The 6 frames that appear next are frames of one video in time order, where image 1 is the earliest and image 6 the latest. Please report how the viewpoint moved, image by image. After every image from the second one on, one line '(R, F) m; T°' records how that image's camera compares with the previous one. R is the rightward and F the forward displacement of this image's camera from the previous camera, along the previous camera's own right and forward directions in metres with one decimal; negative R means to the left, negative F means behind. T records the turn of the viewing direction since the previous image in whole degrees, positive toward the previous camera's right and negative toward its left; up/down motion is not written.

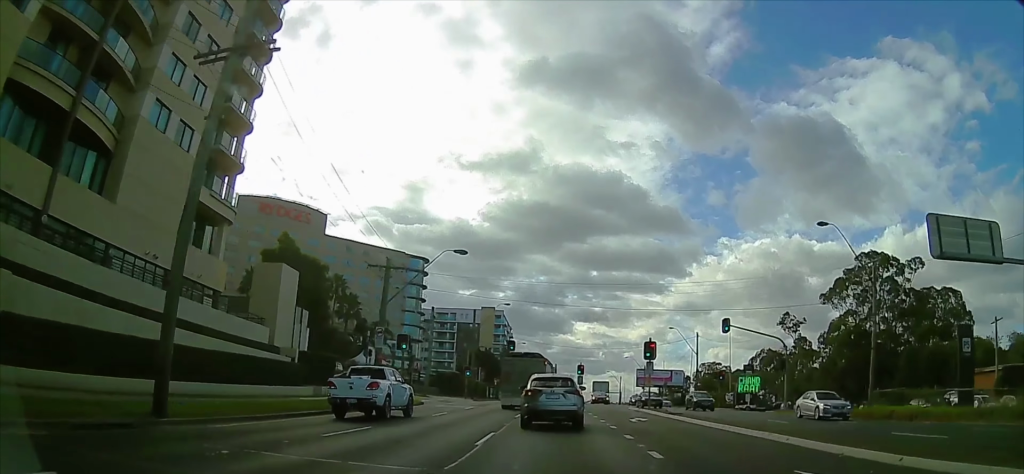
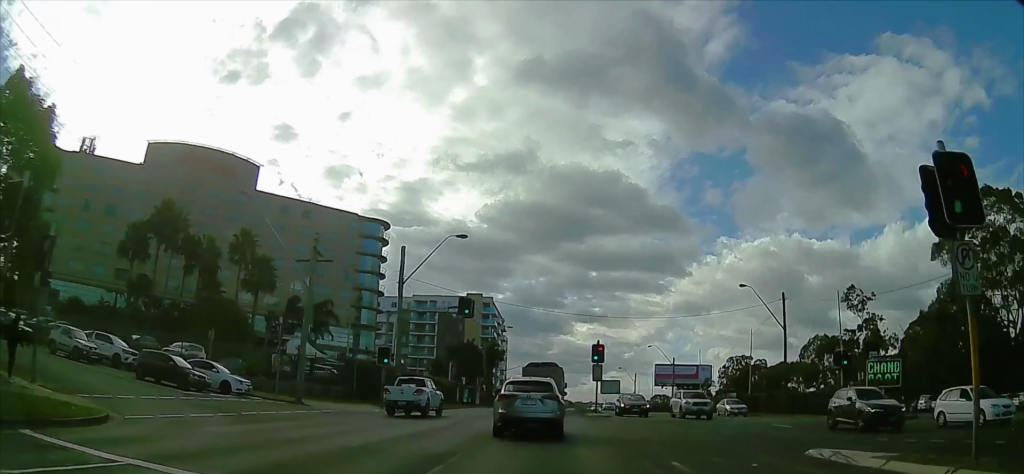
(0.0, +36.3) m; 0°
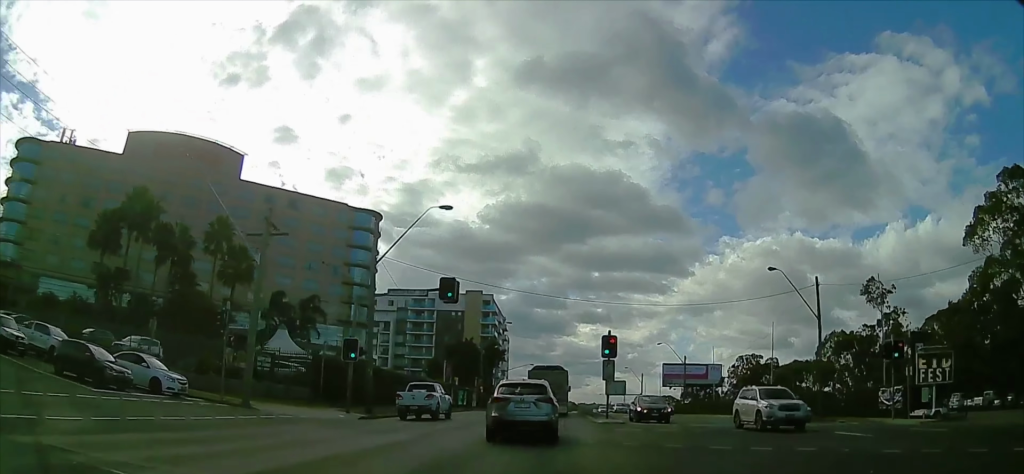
(0.0, +6.5) m; 0°
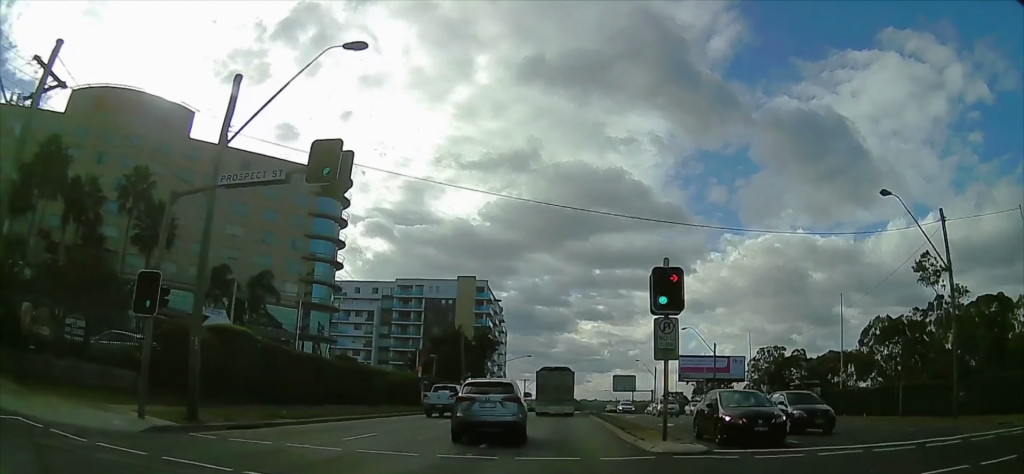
(-0.1, +15.4) m; -1°
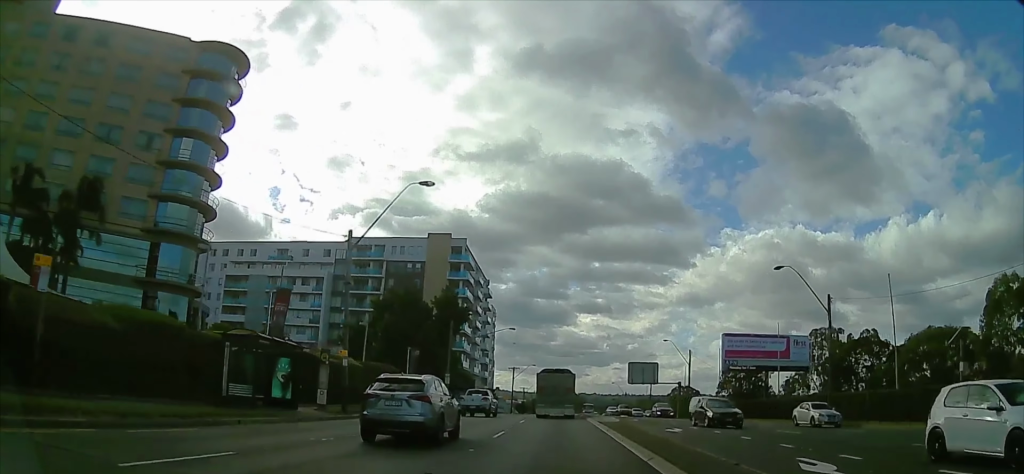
(-0.4, +26.4) m; -1°
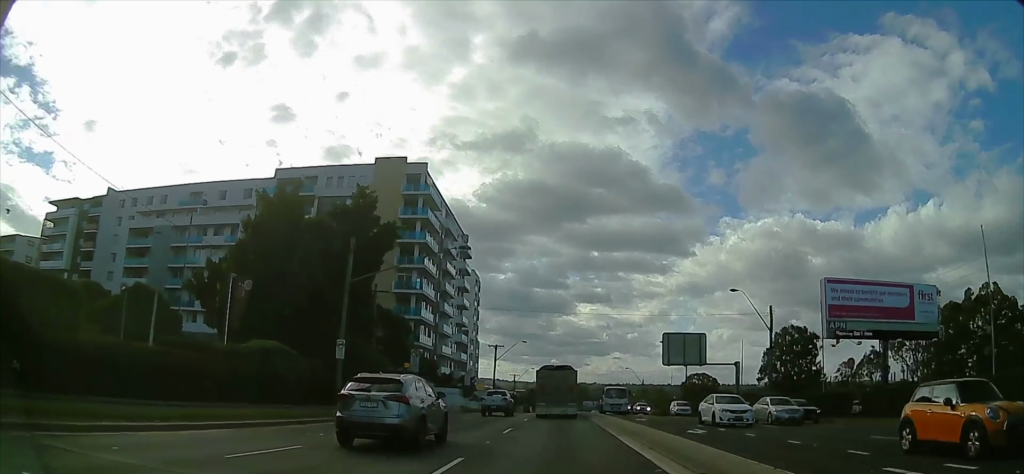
(+0.2, +26.6) m; +1°
